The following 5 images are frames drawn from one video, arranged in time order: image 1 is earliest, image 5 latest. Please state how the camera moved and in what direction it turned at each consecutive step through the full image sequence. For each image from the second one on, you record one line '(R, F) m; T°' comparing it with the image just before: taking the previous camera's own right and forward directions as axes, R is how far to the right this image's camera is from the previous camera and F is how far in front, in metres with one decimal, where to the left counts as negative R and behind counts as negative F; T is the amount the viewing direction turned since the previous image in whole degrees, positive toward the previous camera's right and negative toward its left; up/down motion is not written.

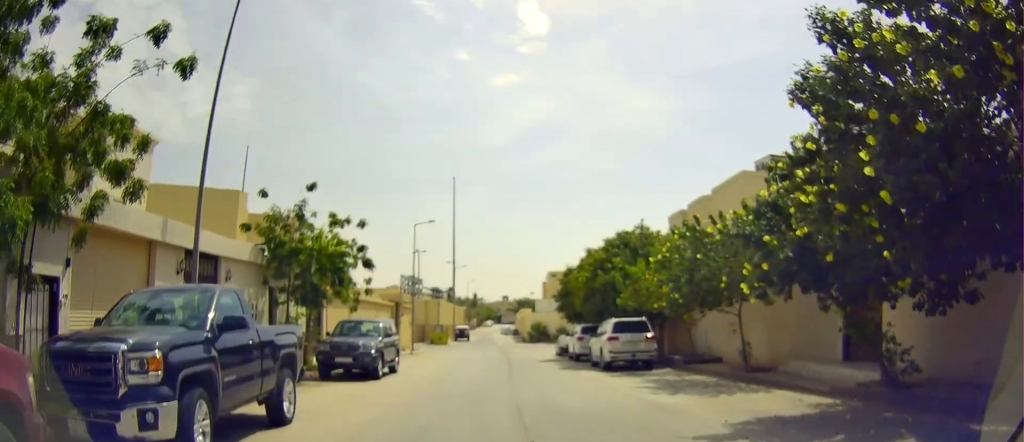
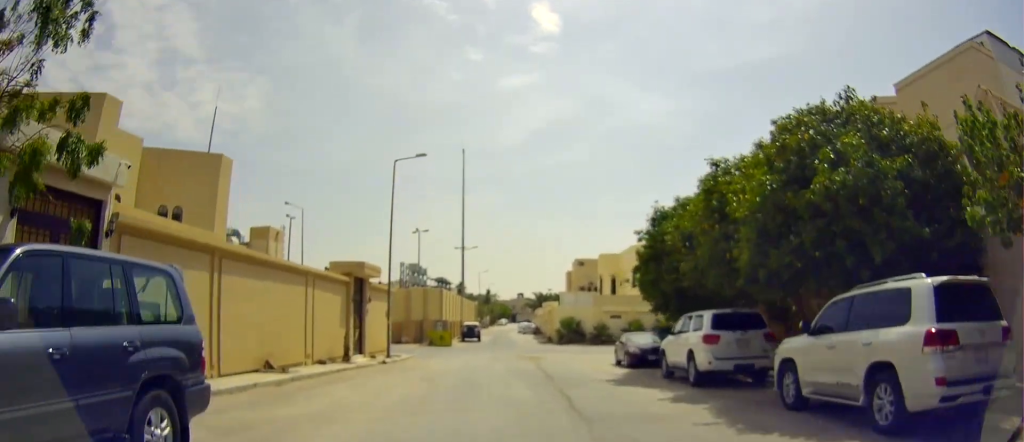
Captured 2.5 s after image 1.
(-0.8, +15.3) m; +2°
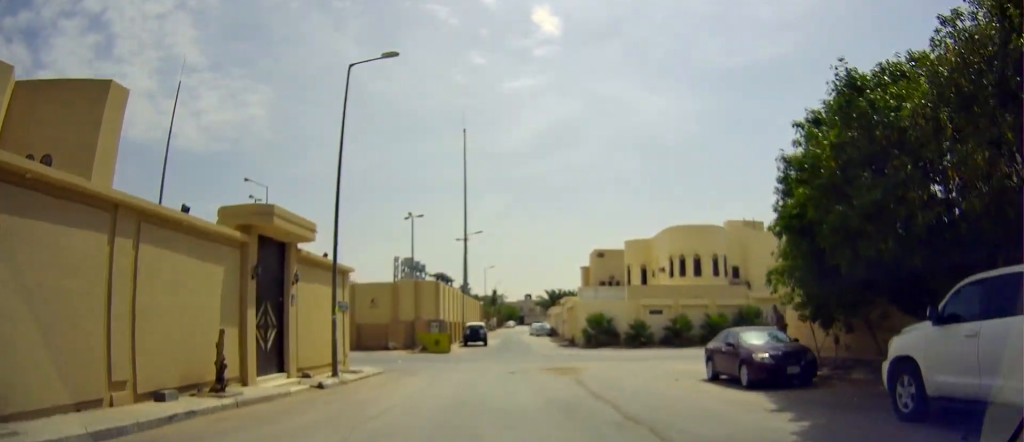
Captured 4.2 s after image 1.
(-0.2, +10.8) m; -5°
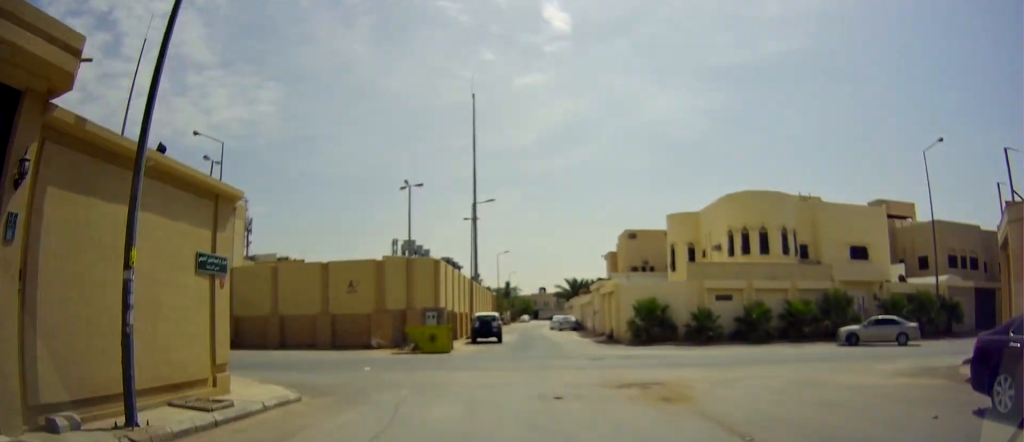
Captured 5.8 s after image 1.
(-0.2, +10.6) m; -2°
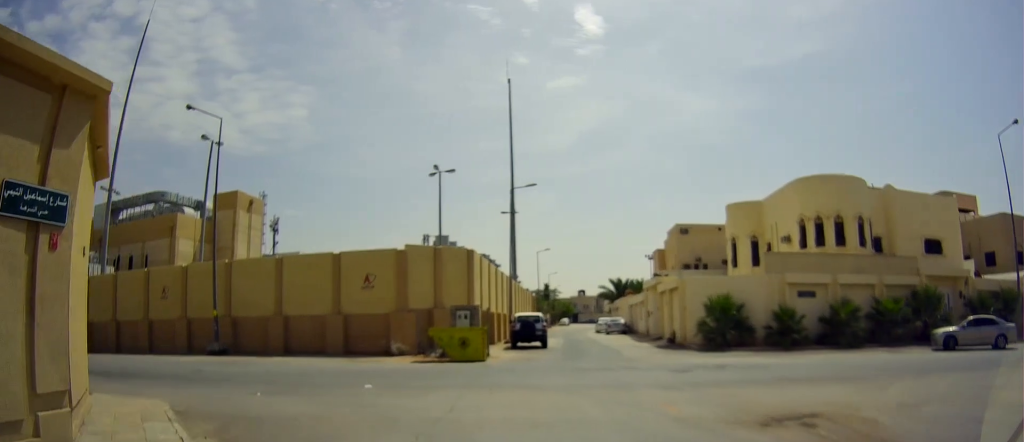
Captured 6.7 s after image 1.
(-0.1, +5.7) m; 0°
